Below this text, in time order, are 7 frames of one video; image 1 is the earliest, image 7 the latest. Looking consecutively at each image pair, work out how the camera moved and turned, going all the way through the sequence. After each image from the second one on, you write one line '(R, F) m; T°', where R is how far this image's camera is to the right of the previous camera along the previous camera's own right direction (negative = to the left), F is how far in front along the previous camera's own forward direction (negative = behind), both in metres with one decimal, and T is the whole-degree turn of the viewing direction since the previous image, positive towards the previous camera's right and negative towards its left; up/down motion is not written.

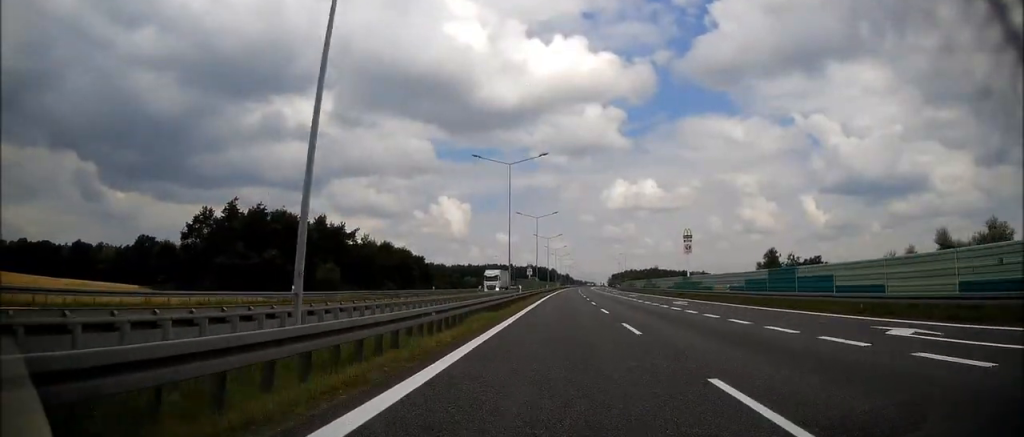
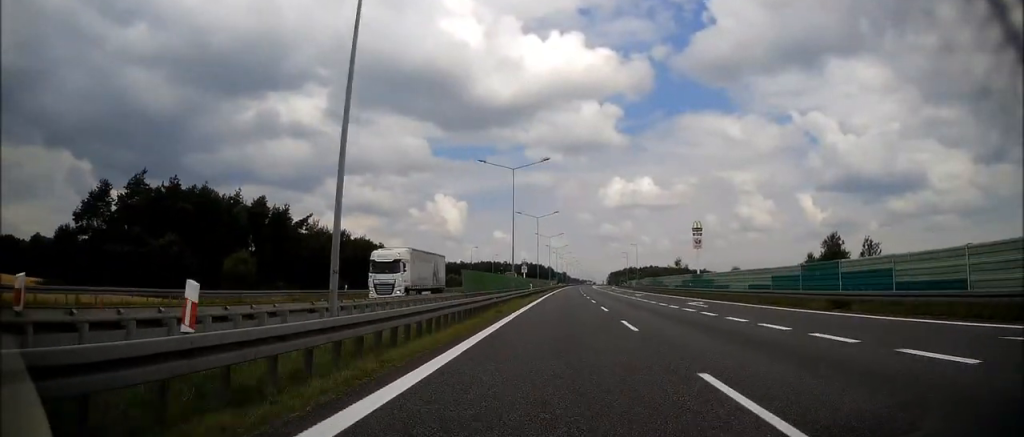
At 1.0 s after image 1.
(+0.3, +35.8) m; 0°
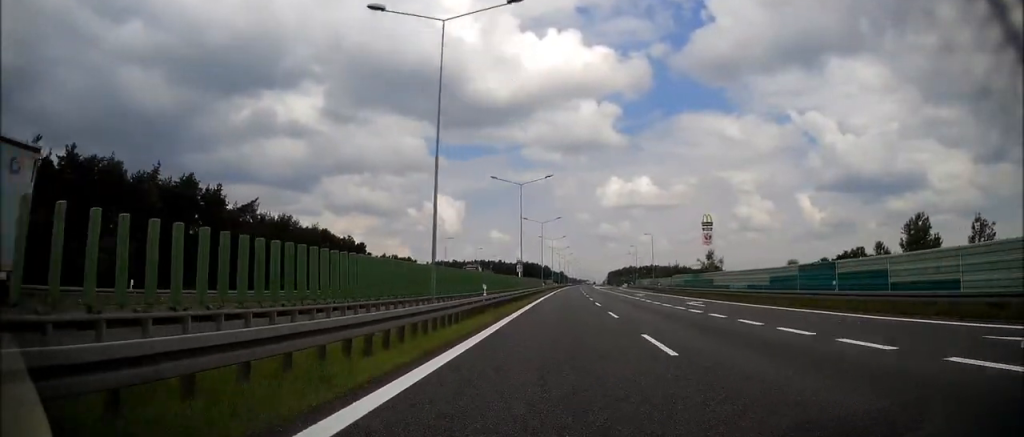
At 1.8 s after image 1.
(0.0, +29.6) m; 0°
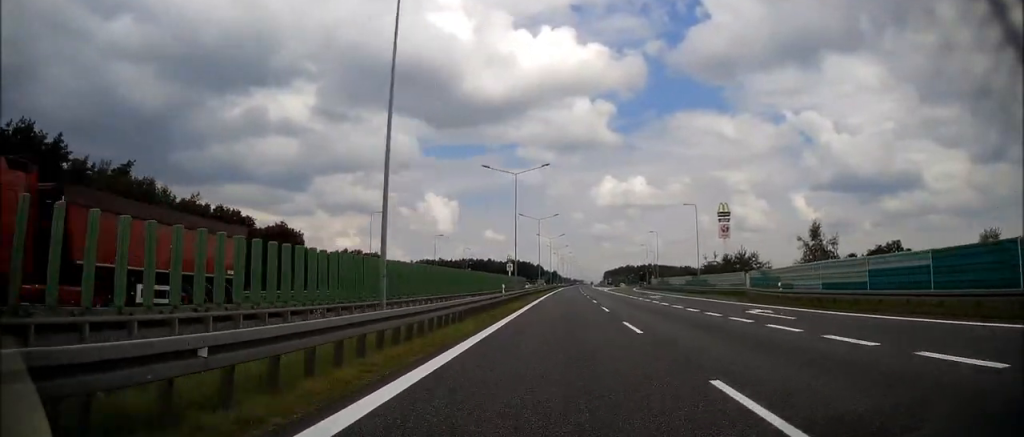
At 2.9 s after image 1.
(+0.2, +43.3) m; 0°
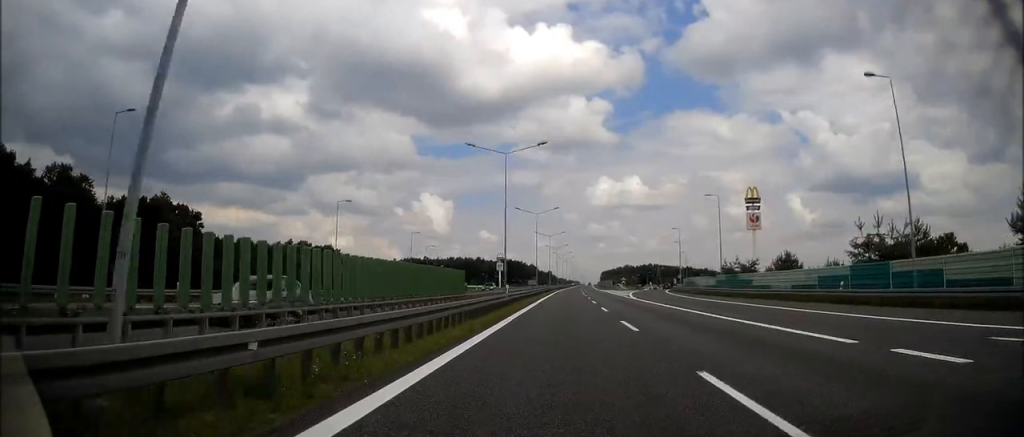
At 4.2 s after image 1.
(+0.2, +47.2) m; +1°
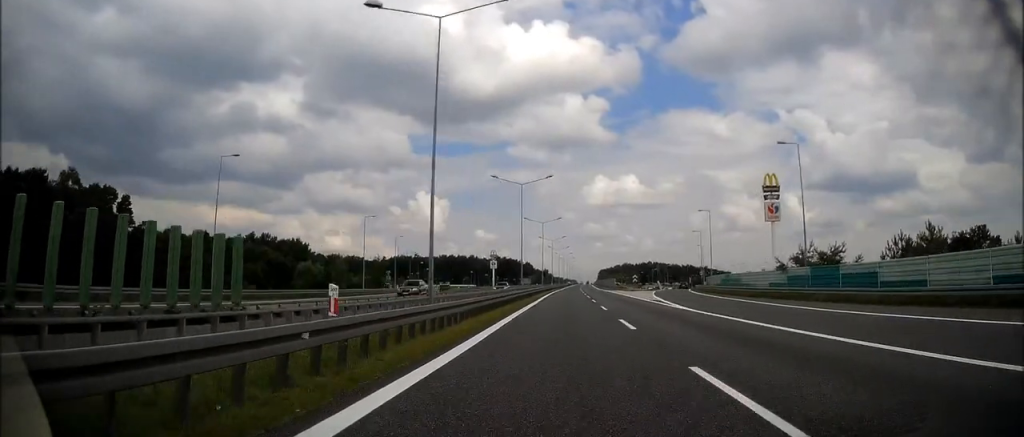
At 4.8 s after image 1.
(+0.1, +23.7) m; 0°
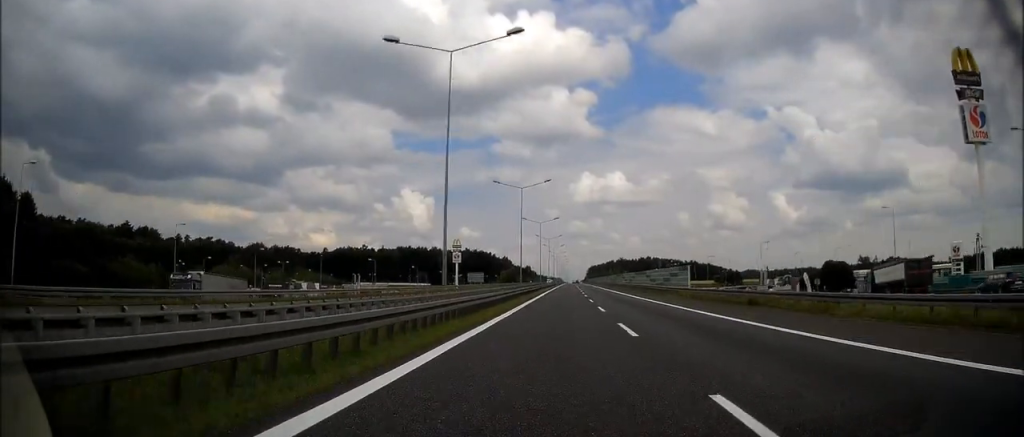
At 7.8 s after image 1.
(+1.1, +110.8) m; +1°
